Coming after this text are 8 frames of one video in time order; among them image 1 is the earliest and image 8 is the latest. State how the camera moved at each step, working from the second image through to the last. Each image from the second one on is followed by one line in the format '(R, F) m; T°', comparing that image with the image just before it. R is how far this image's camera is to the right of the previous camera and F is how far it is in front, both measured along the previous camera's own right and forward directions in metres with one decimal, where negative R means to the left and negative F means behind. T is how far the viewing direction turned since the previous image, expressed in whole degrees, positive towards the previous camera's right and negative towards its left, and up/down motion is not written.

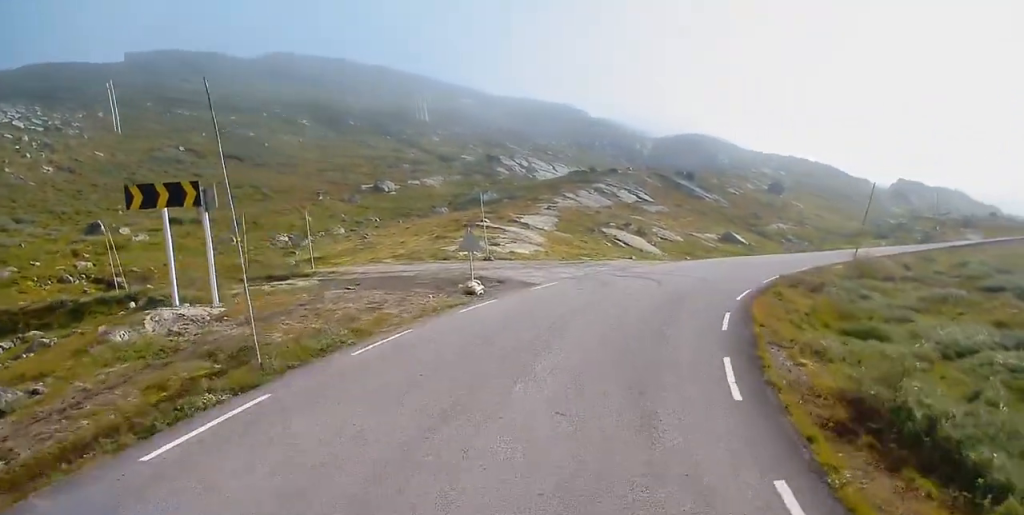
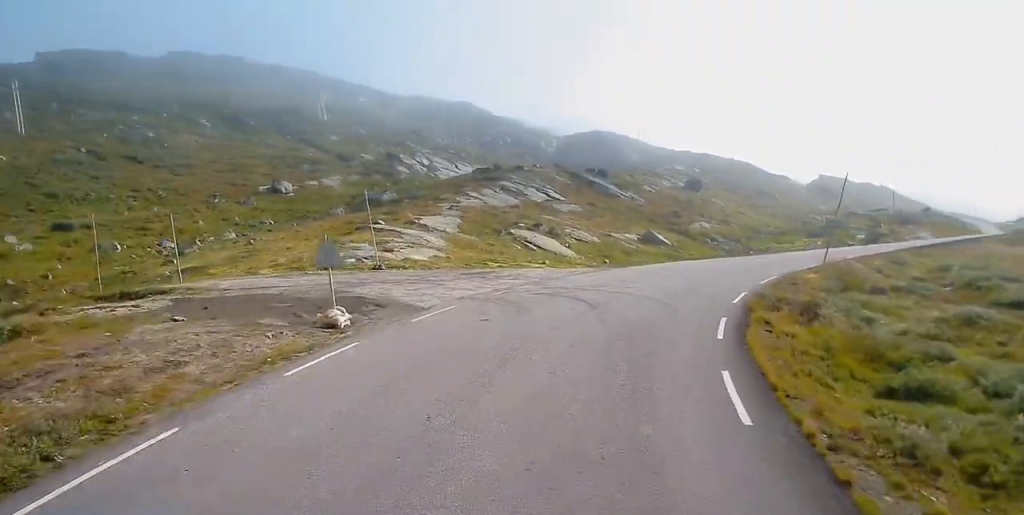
(+0.3, +6.9) m; +12°
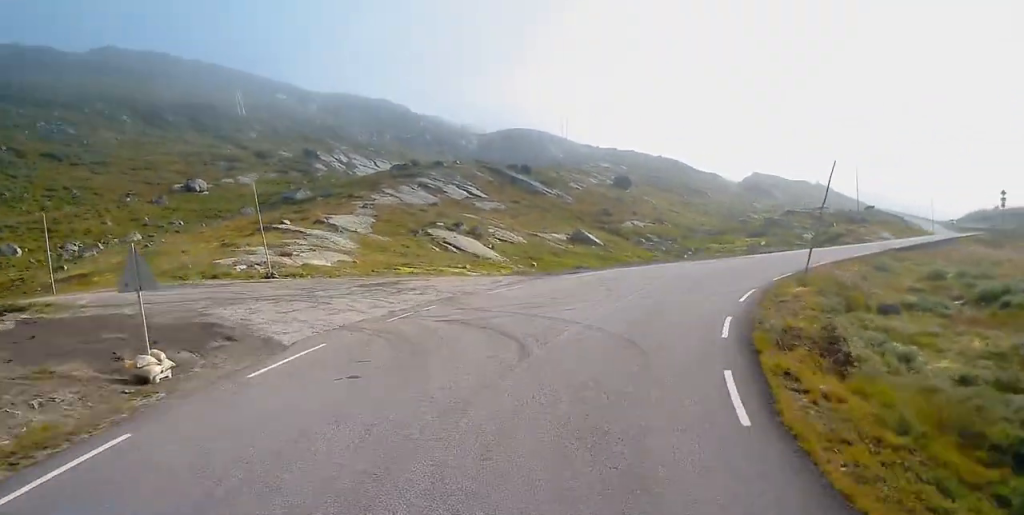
(+0.9, +6.0) m; +13°
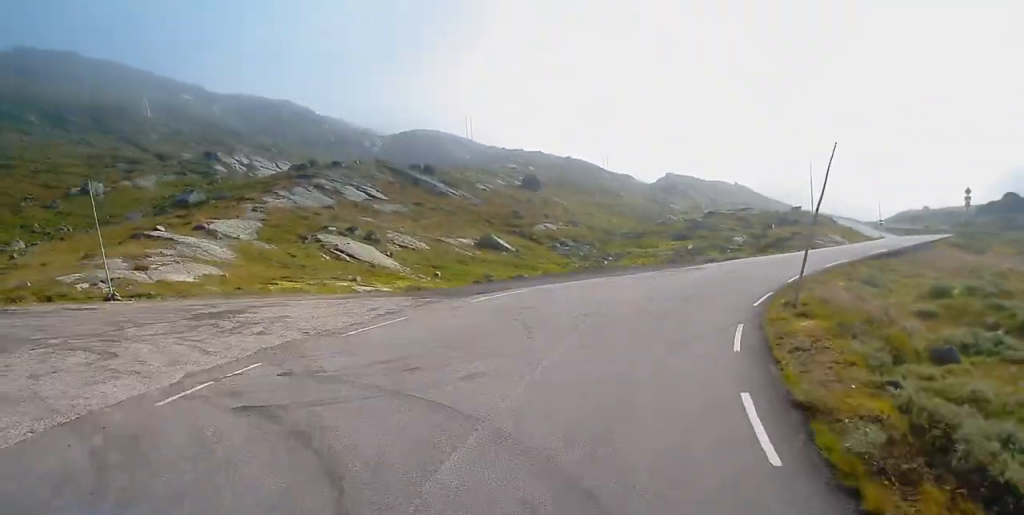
(+0.9, +7.1) m; +9°
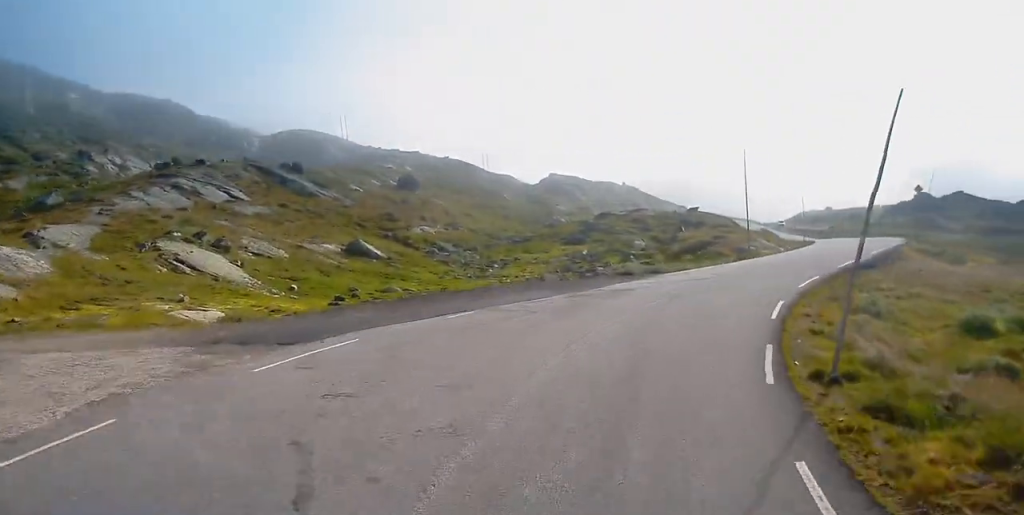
(+0.7, +8.7) m; +7°
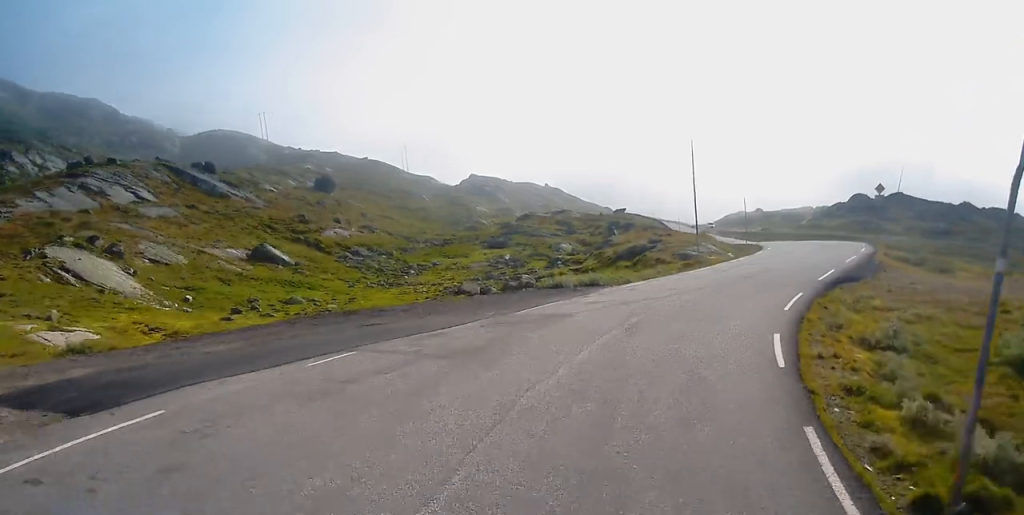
(+0.1, +5.1) m; +4°
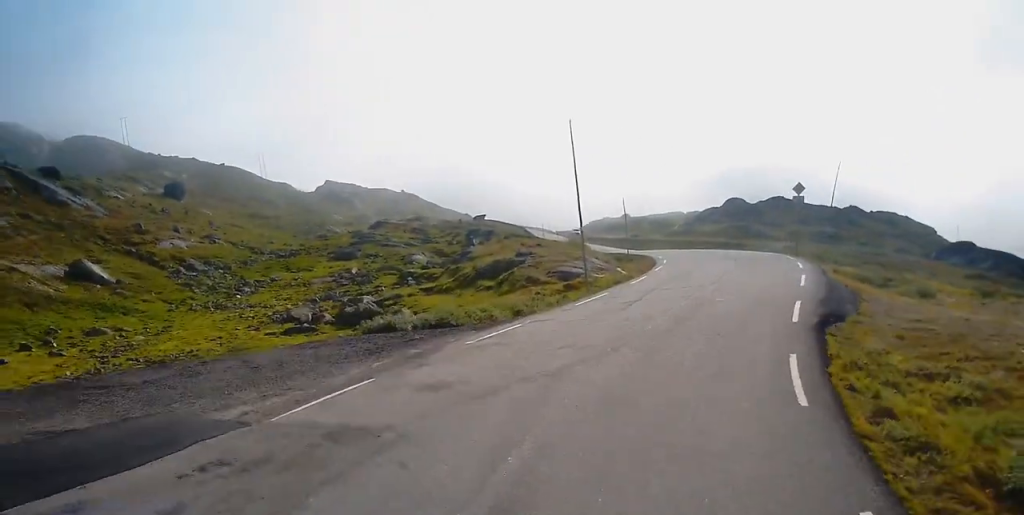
(+0.3, +8.5) m; +10°
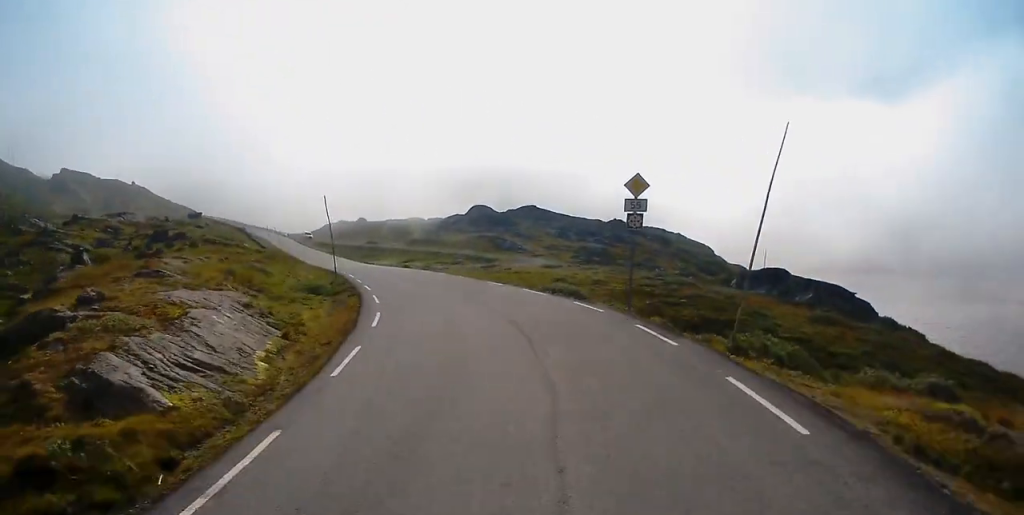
(+4.8, +18.6) m; +17°
